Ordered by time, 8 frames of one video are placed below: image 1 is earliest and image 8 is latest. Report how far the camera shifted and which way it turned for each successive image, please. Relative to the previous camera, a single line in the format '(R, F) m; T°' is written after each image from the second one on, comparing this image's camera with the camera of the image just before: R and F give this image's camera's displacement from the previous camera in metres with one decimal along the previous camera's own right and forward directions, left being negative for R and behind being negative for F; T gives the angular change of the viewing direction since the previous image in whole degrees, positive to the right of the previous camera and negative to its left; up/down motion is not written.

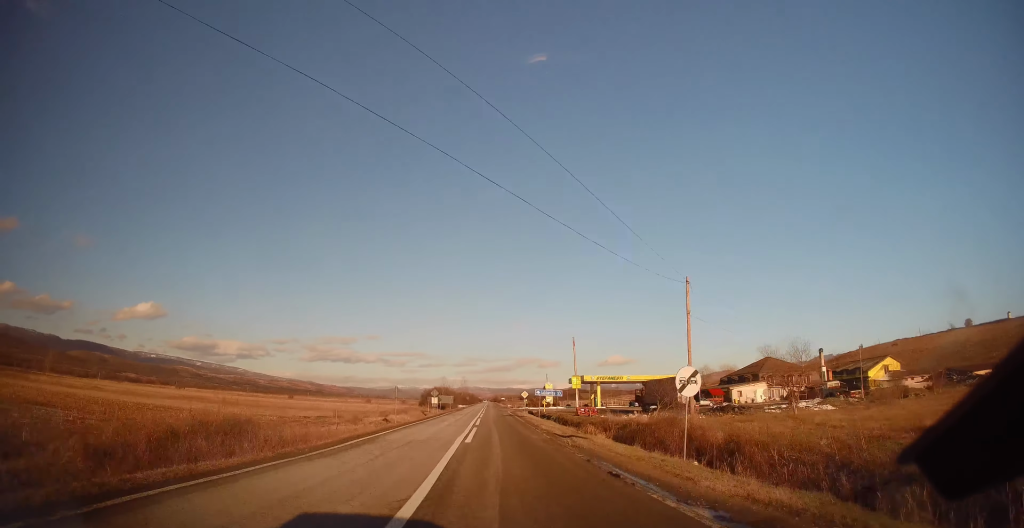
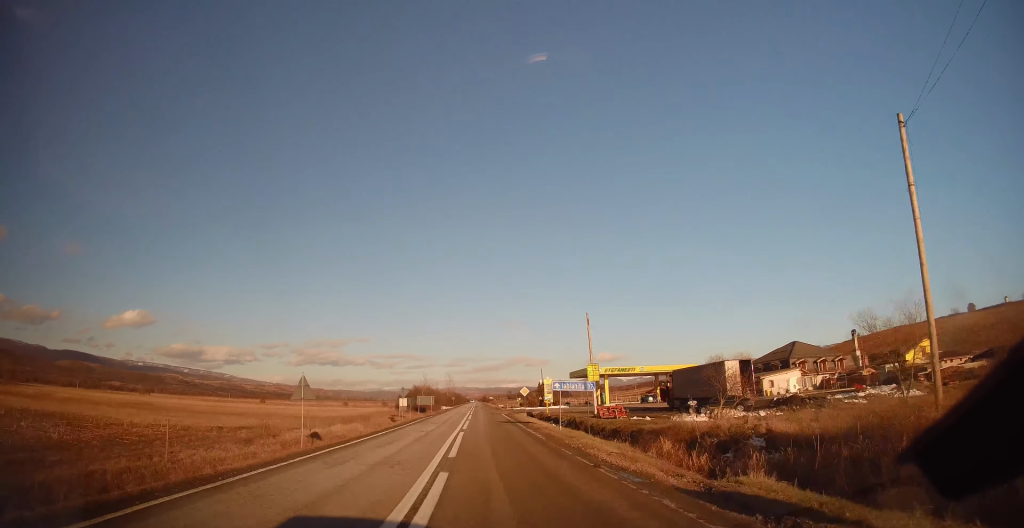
(+0.3, +15.3) m; 0°
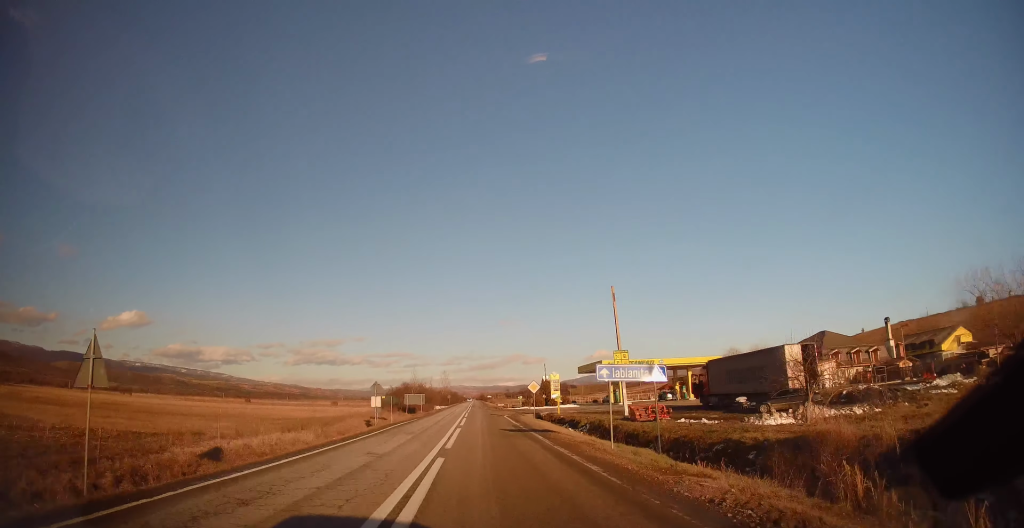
(+0.2, +10.0) m; 0°
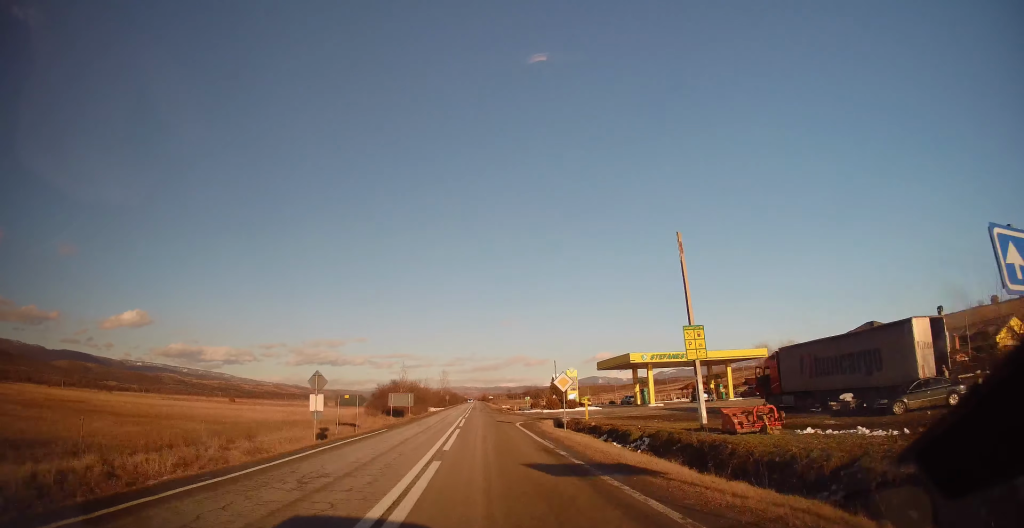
(-0.5, +12.2) m; -1°
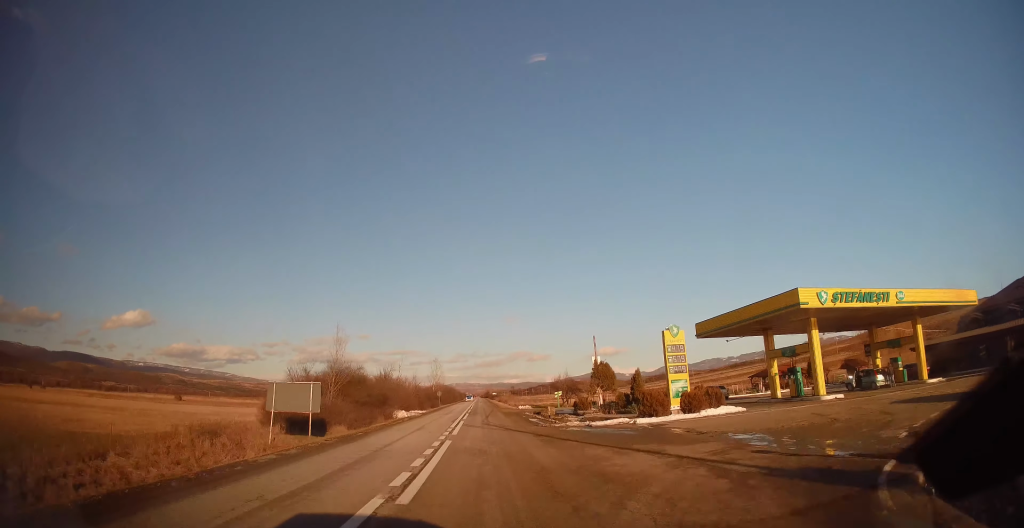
(0.0, +31.2) m; 0°
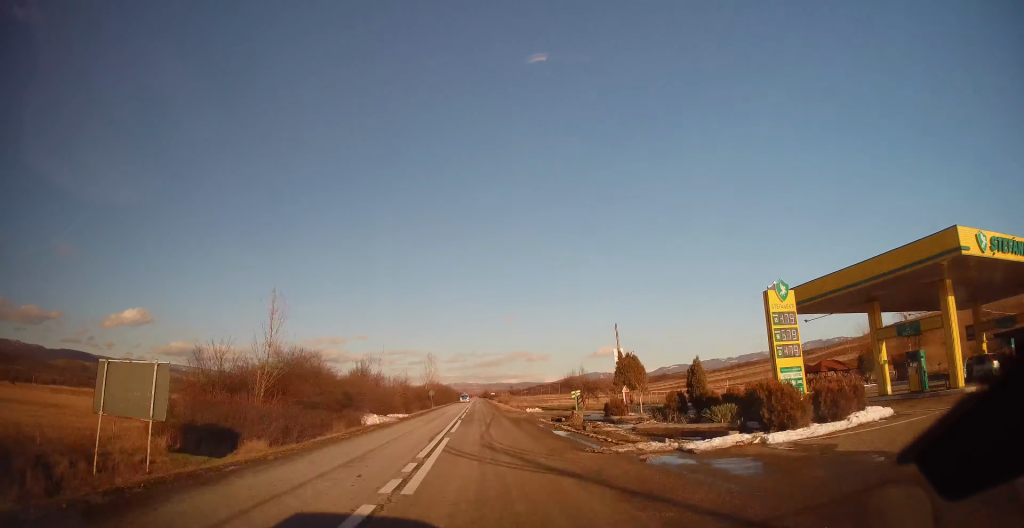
(0.0, +11.1) m; 0°
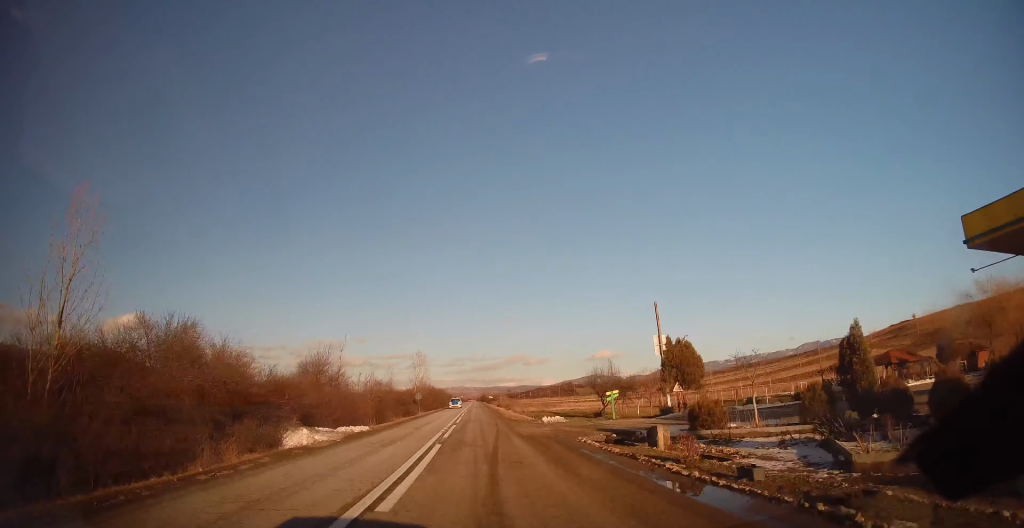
(0.0, +13.3) m; 0°
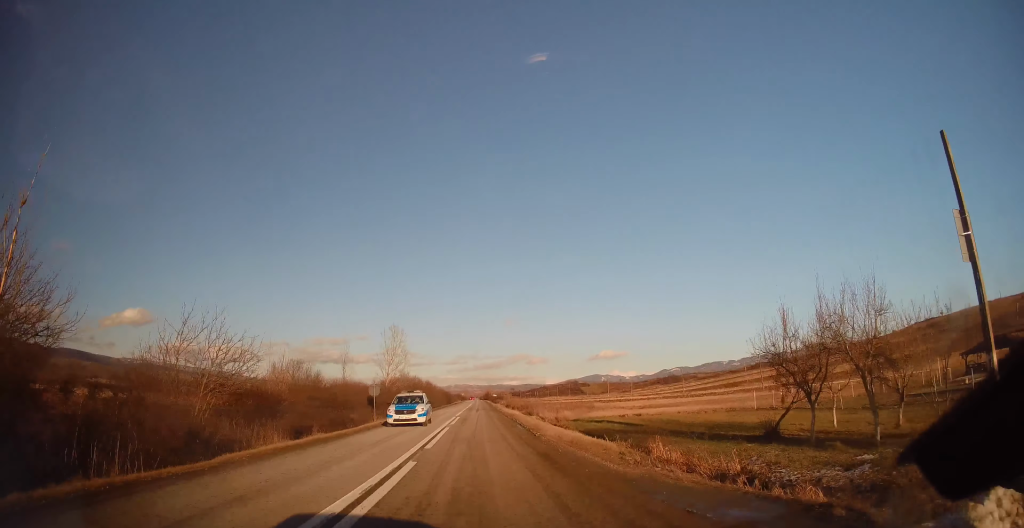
(+0.2, +27.9) m; 0°
